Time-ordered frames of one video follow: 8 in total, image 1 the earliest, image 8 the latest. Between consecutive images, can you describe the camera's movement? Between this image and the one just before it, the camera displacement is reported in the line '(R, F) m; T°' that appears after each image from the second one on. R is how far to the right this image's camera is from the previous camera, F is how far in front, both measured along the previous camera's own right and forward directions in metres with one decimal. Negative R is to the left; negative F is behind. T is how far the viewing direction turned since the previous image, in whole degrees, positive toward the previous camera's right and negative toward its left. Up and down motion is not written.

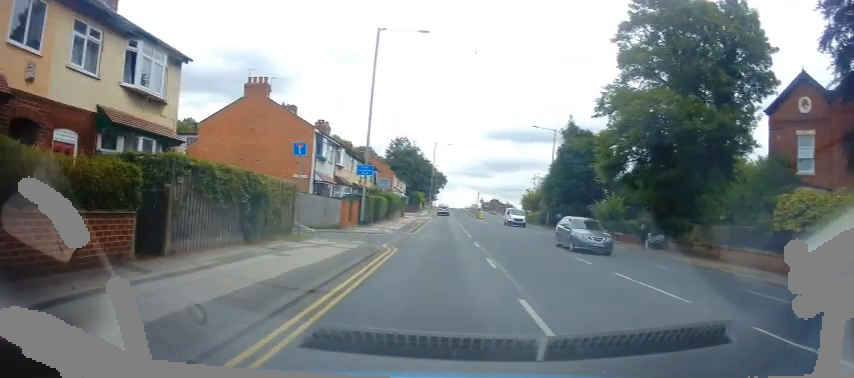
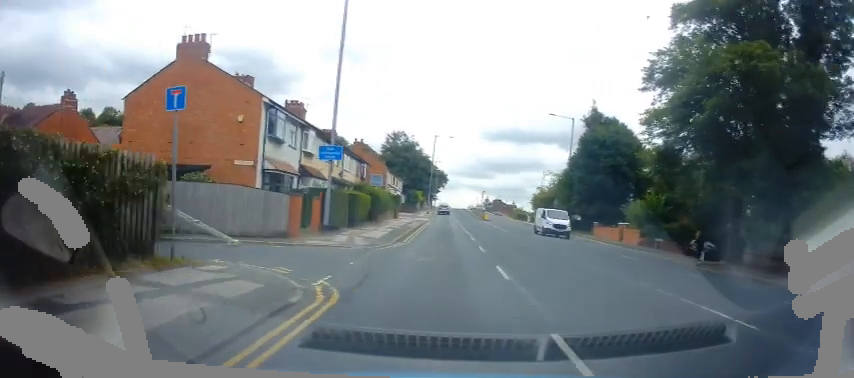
(-0.3, +8.6) m; 0°
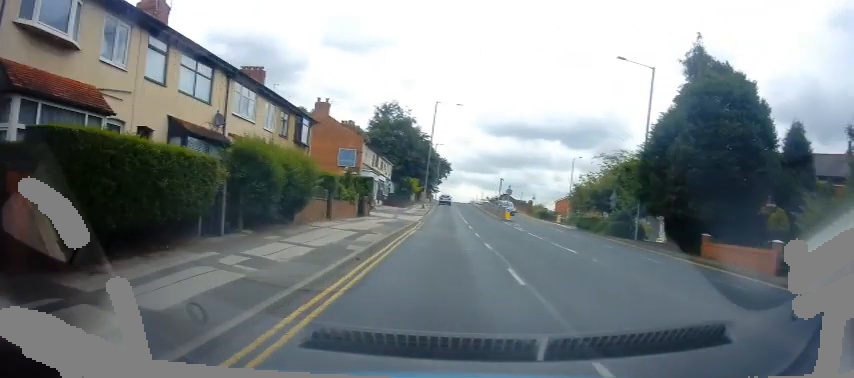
(+0.5, +19.6) m; +2°
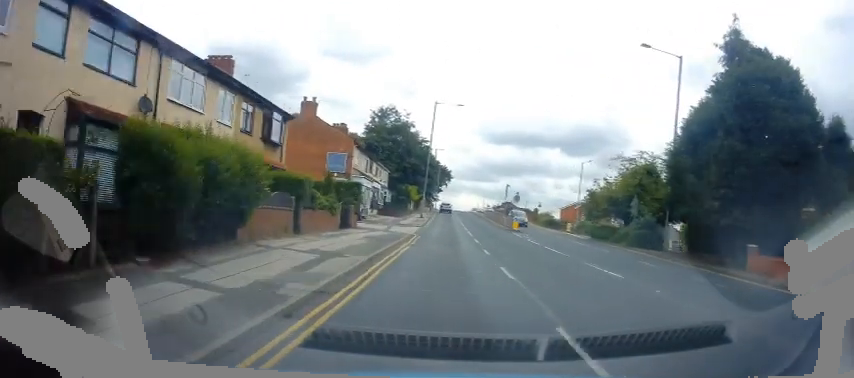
(+0.1, +4.6) m; 0°
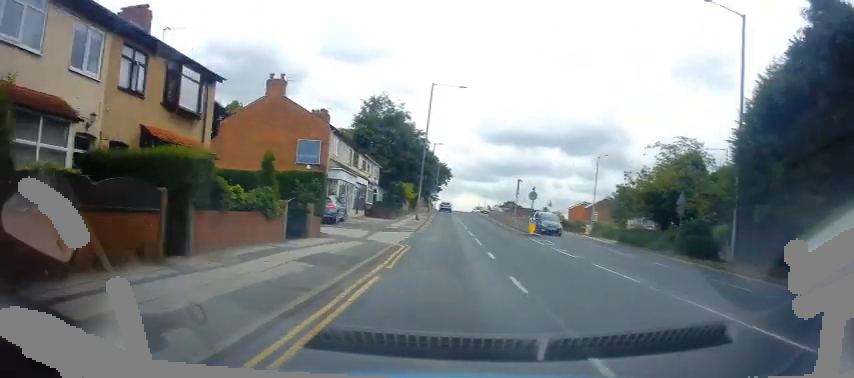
(-0.1, +7.2) m; 0°
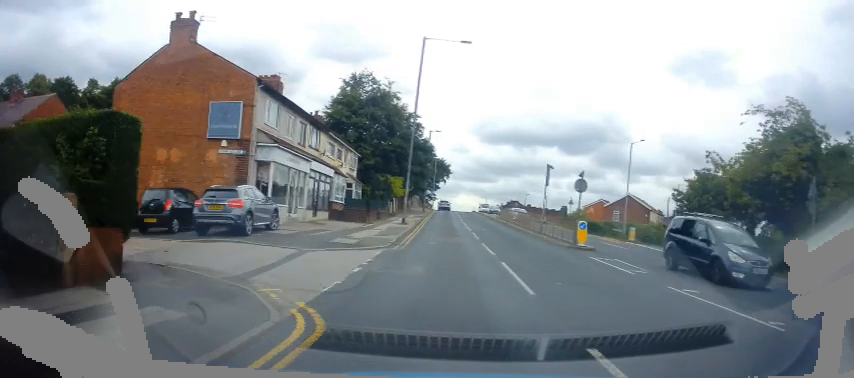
(0.0, +11.3) m; 0°
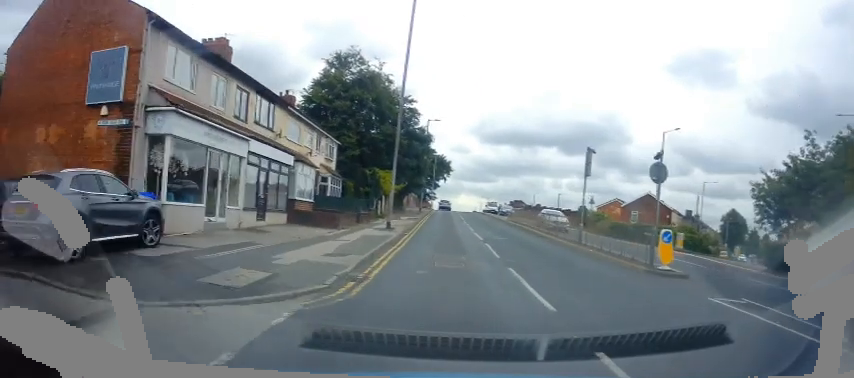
(+0.1, +7.7) m; 0°
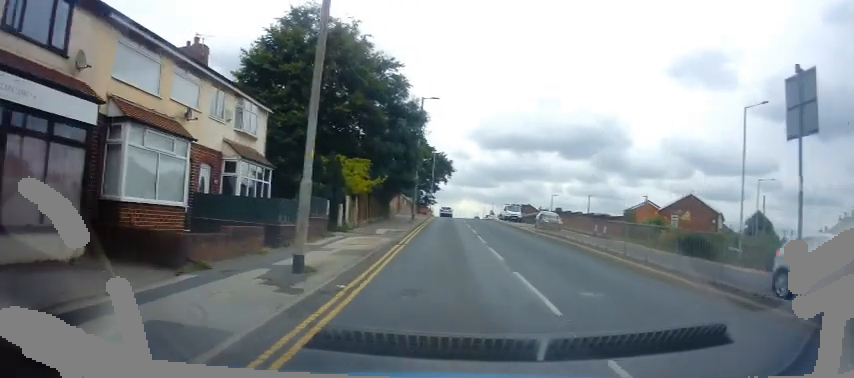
(0.0, +12.8) m; 0°
